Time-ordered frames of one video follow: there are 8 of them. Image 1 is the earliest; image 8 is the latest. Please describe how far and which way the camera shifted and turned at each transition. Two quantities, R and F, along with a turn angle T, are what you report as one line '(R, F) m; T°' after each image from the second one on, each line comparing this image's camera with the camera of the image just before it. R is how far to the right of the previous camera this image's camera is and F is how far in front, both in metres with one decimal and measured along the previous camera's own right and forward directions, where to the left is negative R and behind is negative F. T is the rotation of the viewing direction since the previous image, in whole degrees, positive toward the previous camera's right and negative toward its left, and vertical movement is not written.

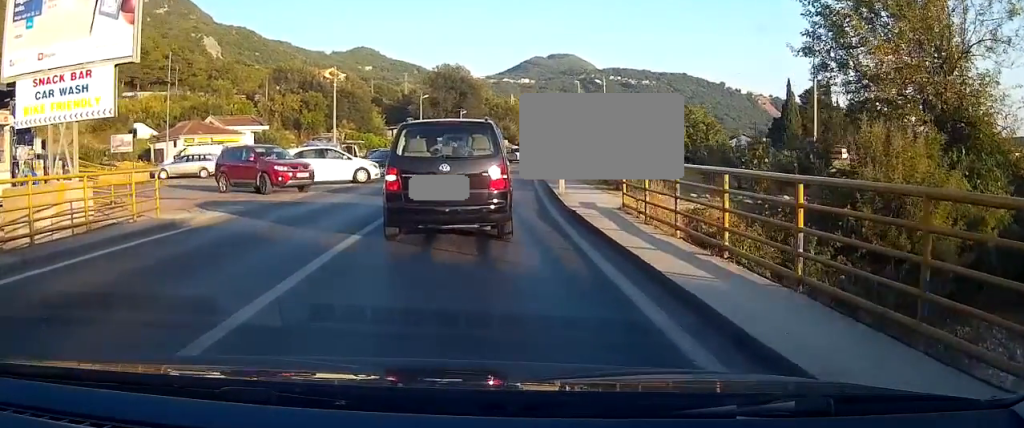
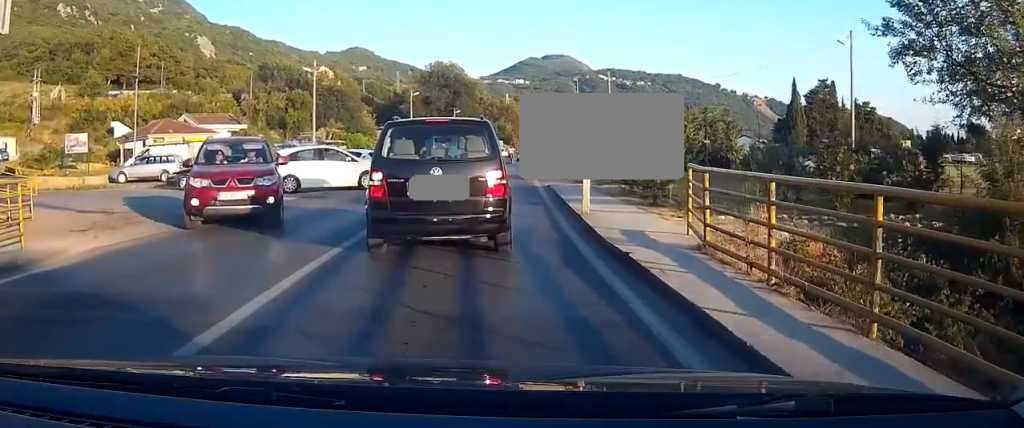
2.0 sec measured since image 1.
(-0.2, +5.0) m; -2°
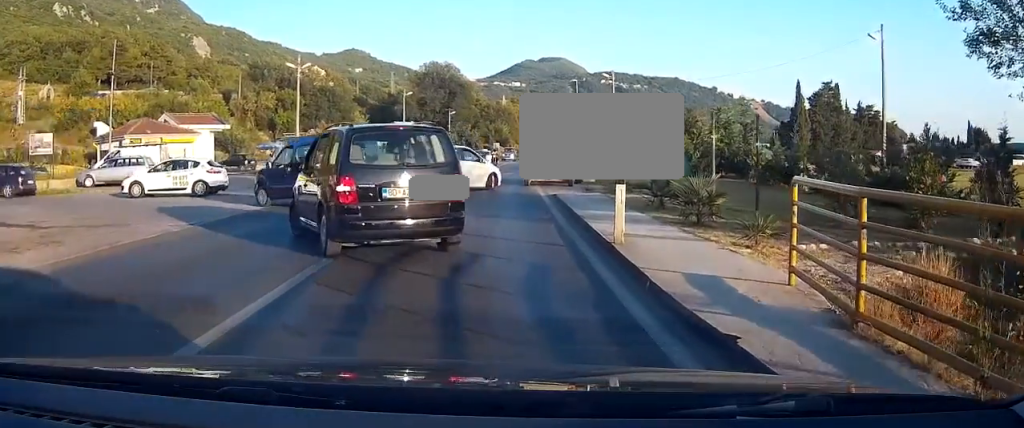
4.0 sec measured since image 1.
(+0.1, +3.5) m; 0°
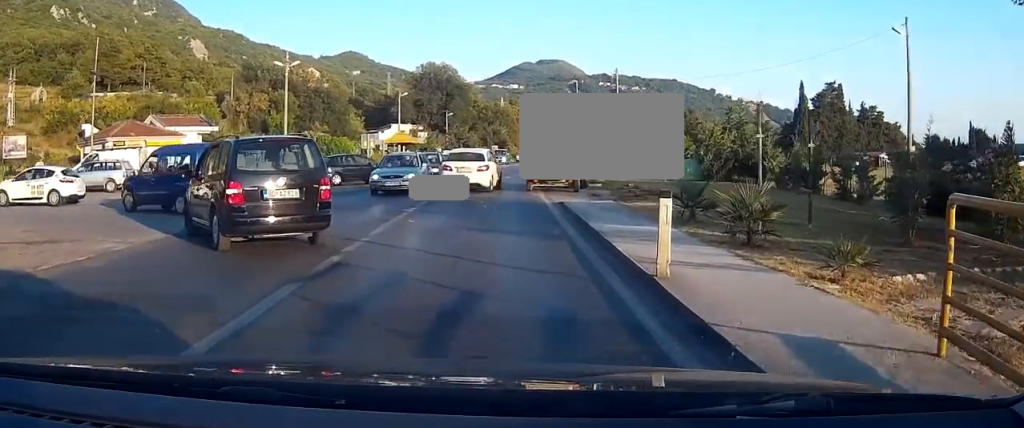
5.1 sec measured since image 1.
(0.0, +2.4) m; 0°
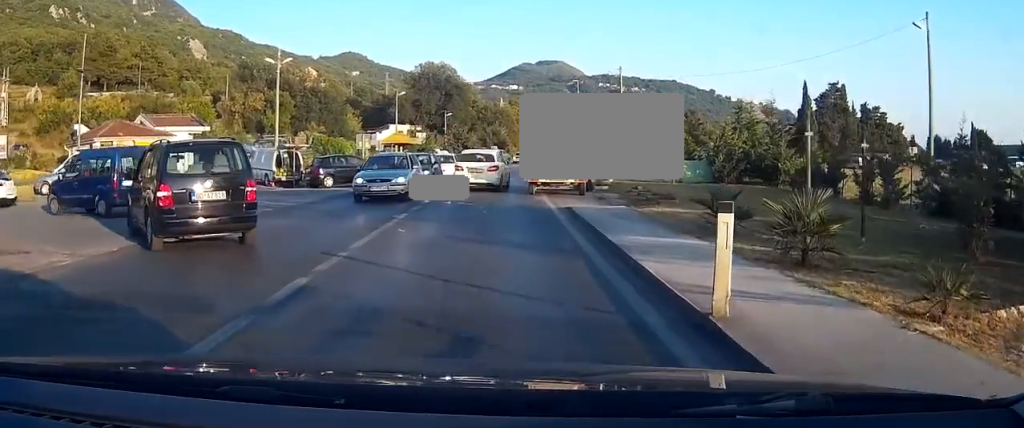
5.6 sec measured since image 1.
(0.0, +1.7) m; +1°
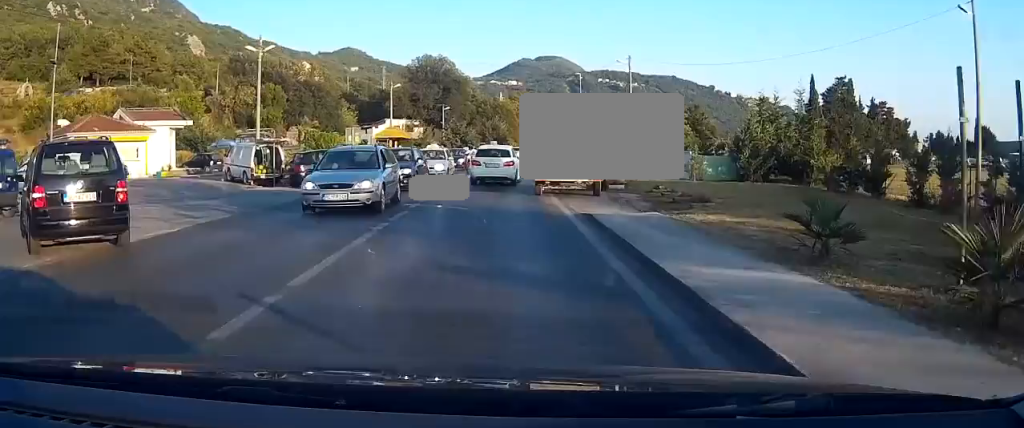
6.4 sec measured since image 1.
(0.0, +3.1) m; 0°
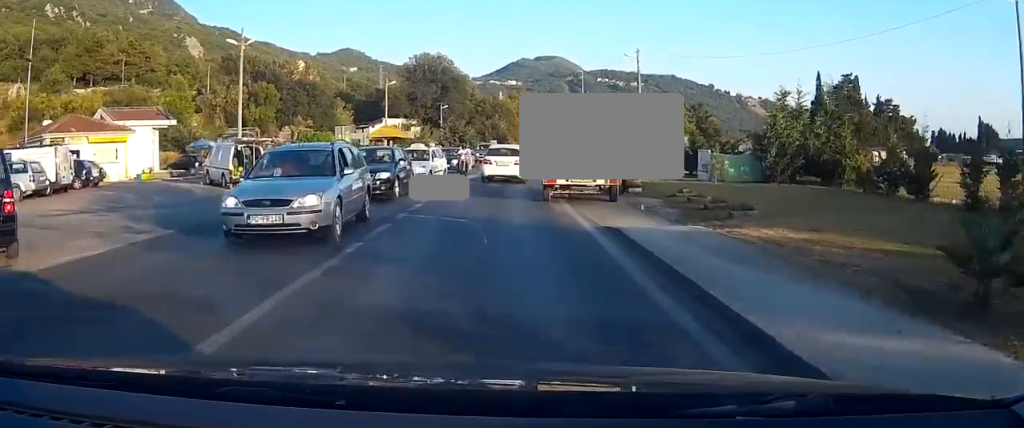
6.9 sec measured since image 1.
(0.0, +2.9) m; 0°
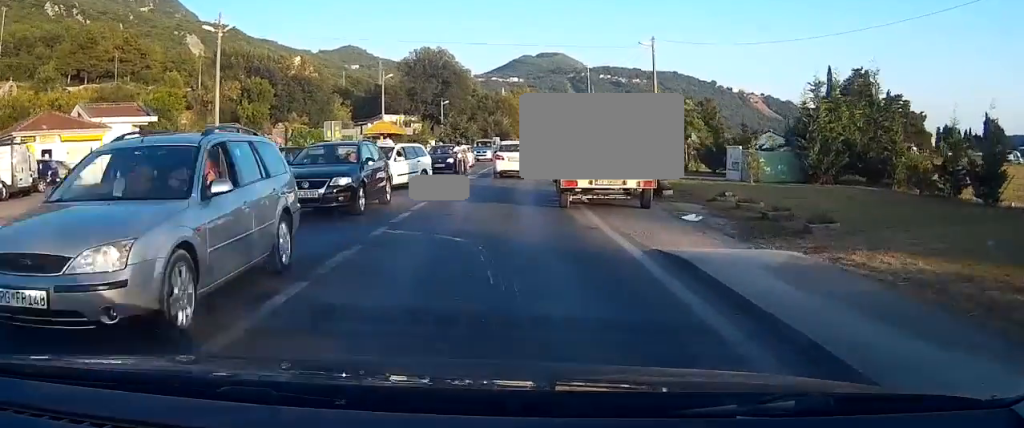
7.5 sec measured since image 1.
(0.0, +3.2) m; 0°
